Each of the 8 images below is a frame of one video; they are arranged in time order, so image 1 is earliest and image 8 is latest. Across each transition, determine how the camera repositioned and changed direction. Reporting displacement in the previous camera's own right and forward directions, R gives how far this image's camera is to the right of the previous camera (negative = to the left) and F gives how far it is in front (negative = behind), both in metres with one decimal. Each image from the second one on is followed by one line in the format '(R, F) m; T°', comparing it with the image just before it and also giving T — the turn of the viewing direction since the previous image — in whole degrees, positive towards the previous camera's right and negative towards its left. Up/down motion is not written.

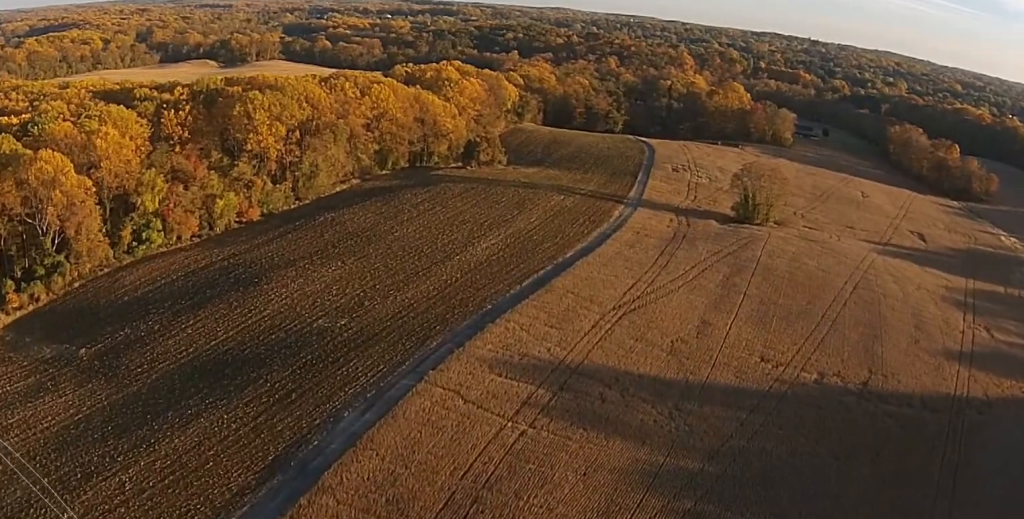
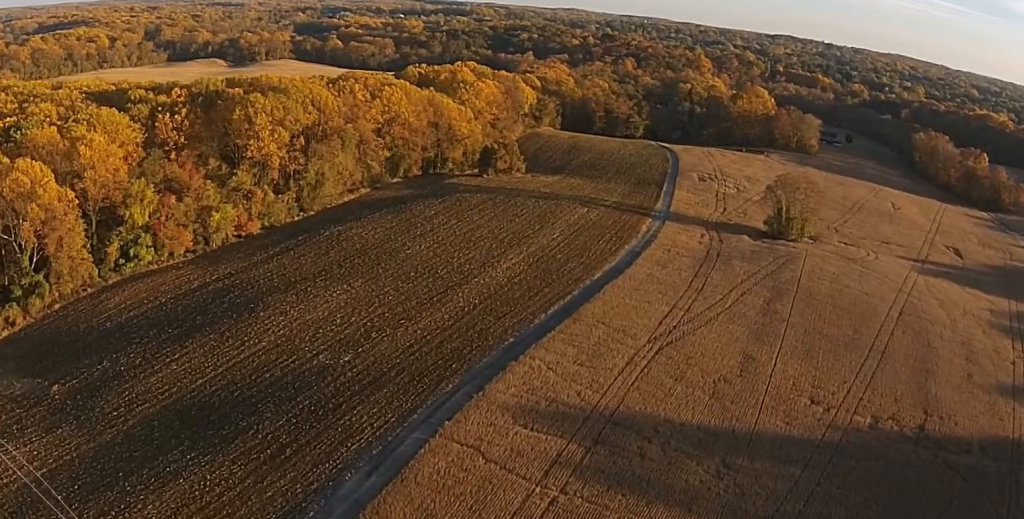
(-0.6, +18.9) m; -2°
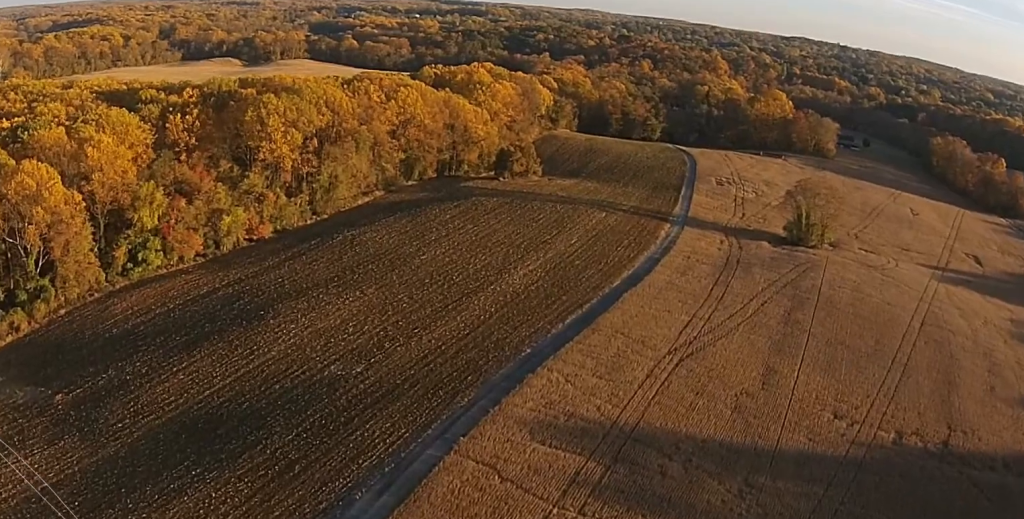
(+0.1, +4.5) m; 0°
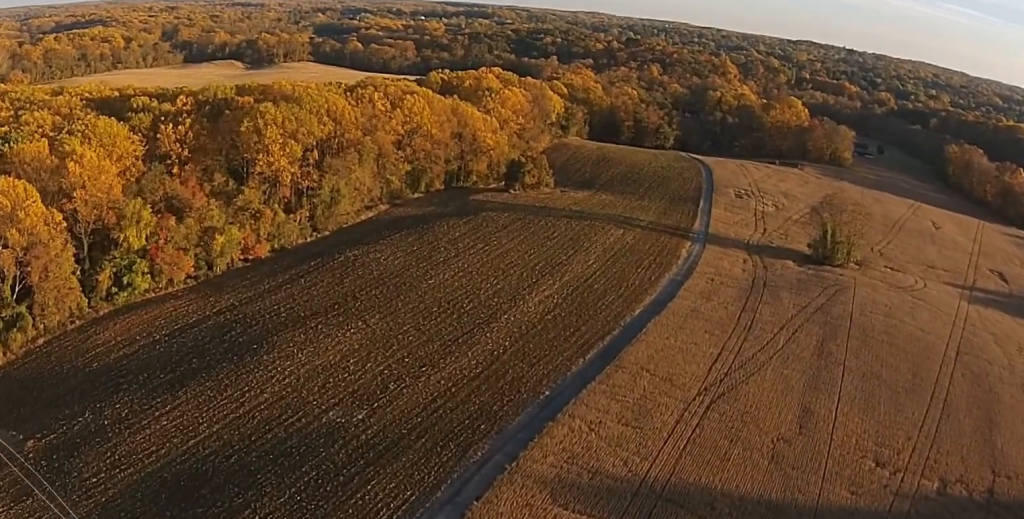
(-0.1, +13.8) m; 0°
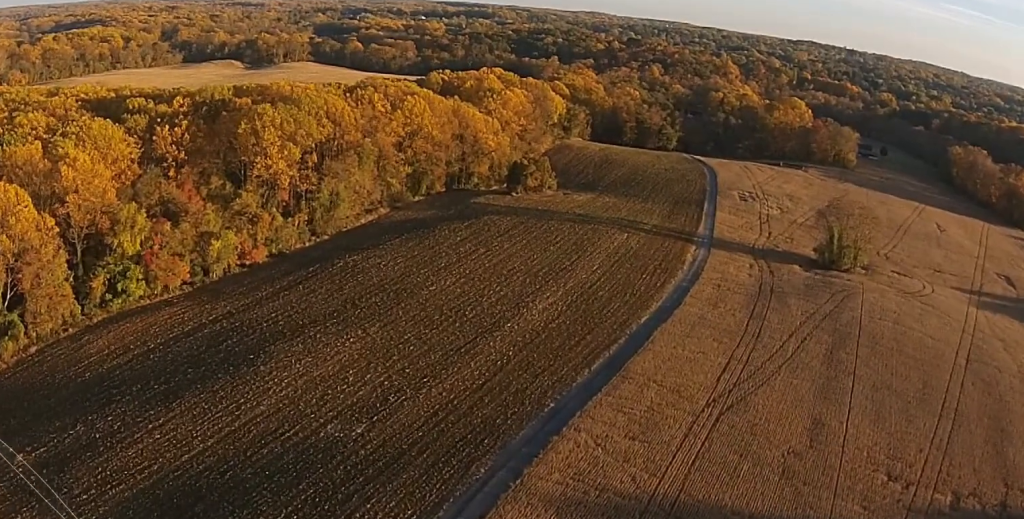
(0.0, +4.0) m; 0°
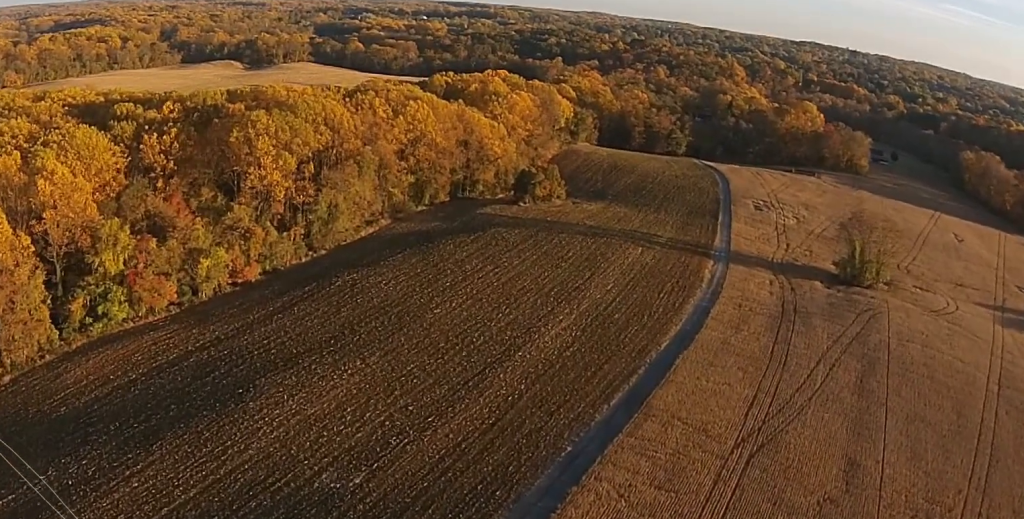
(+0.2, +12.0) m; -1°
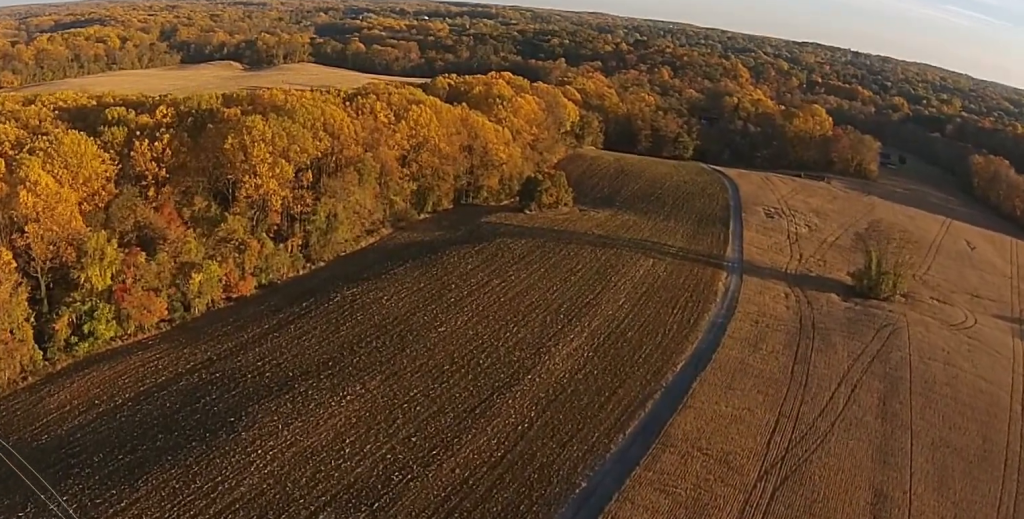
(-0.4, +8.8) m; -2°
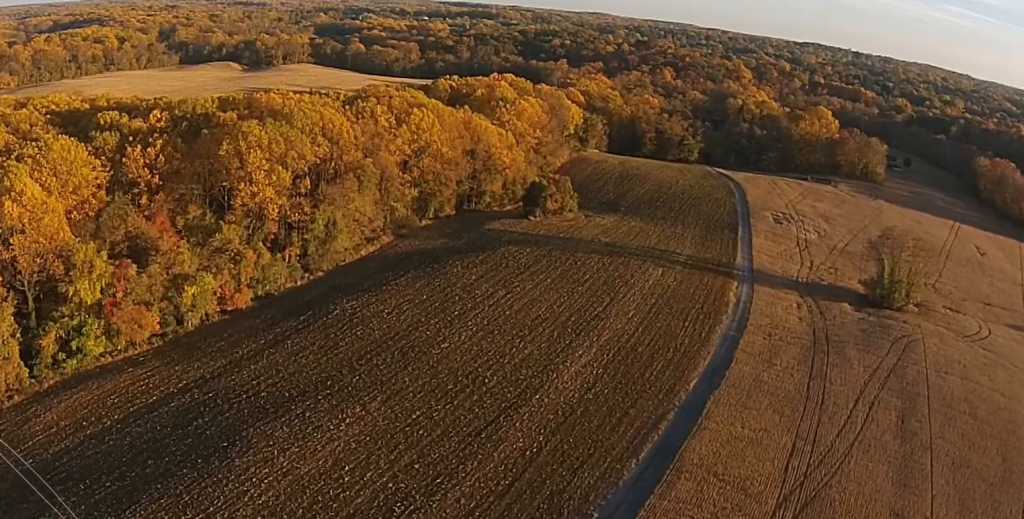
(0.0, +6.5) m; 0°
